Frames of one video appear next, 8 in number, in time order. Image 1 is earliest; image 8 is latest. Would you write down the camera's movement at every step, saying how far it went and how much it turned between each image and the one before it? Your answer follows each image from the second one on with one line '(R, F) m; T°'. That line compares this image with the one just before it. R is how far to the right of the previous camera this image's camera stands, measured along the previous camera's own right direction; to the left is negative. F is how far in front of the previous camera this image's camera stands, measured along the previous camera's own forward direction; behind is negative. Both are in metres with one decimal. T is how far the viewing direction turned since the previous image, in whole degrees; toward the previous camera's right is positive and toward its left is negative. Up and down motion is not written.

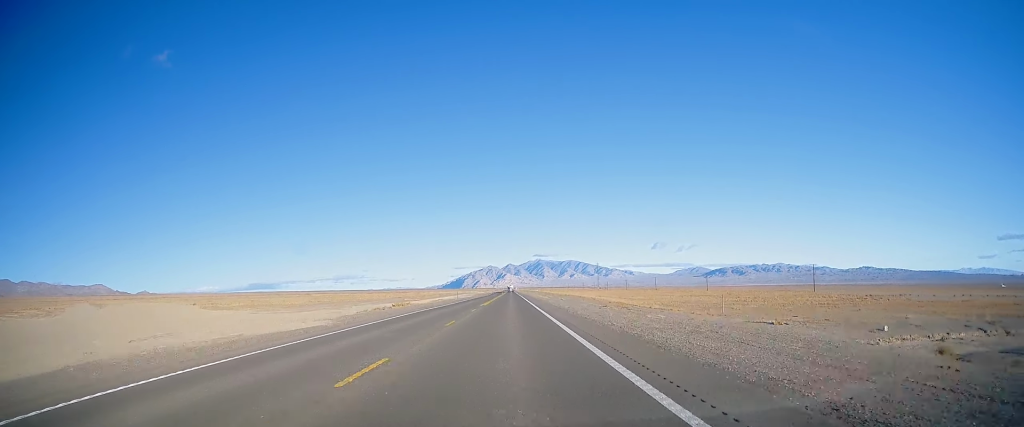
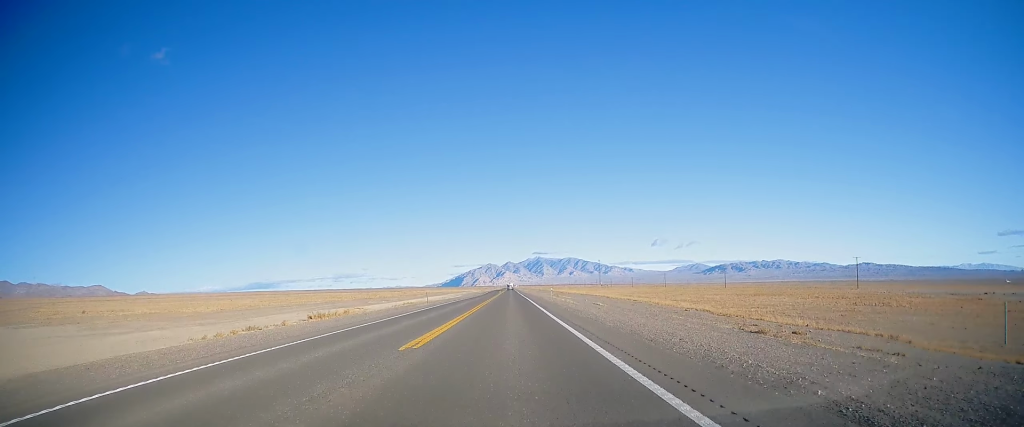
(0.0, +31.4) m; 0°
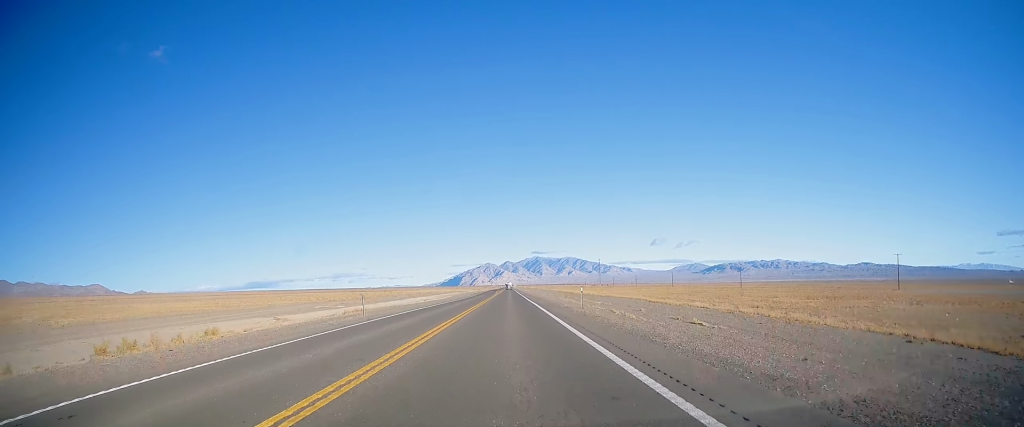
(+0.1, +24.3) m; 0°
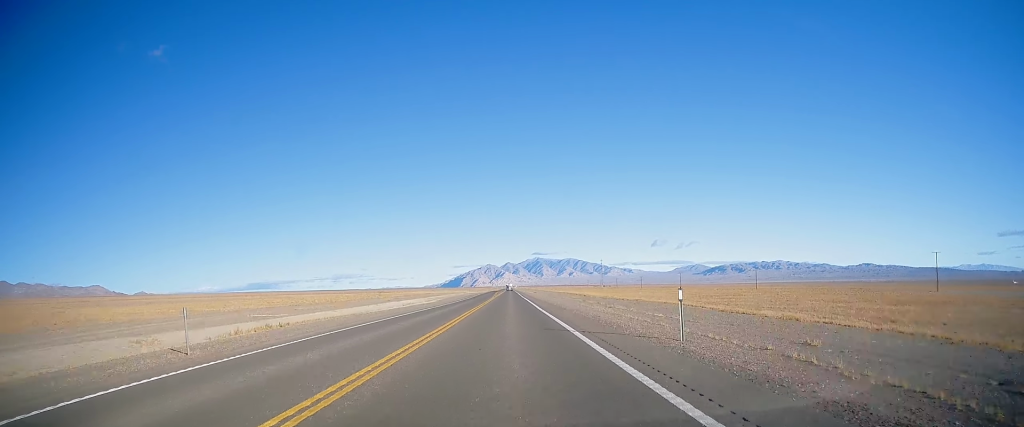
(+0.1, +18.6) m; 0°
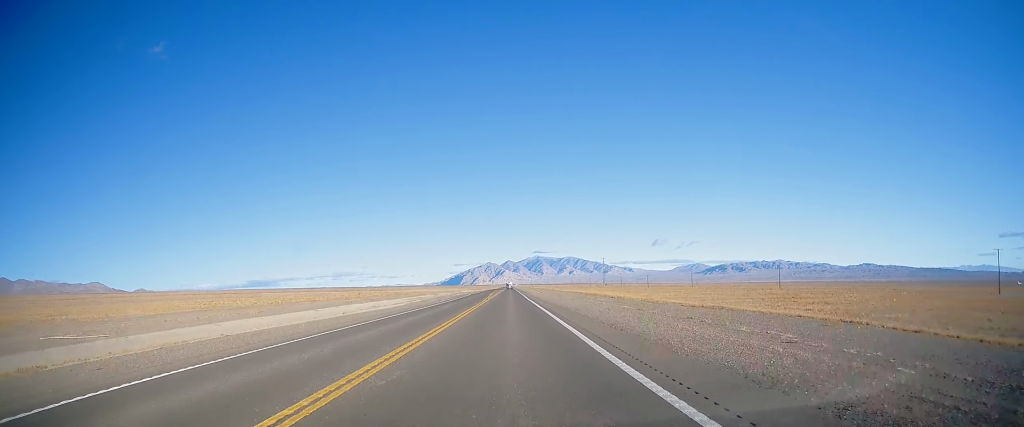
(0.0, +25.3) m; -1°
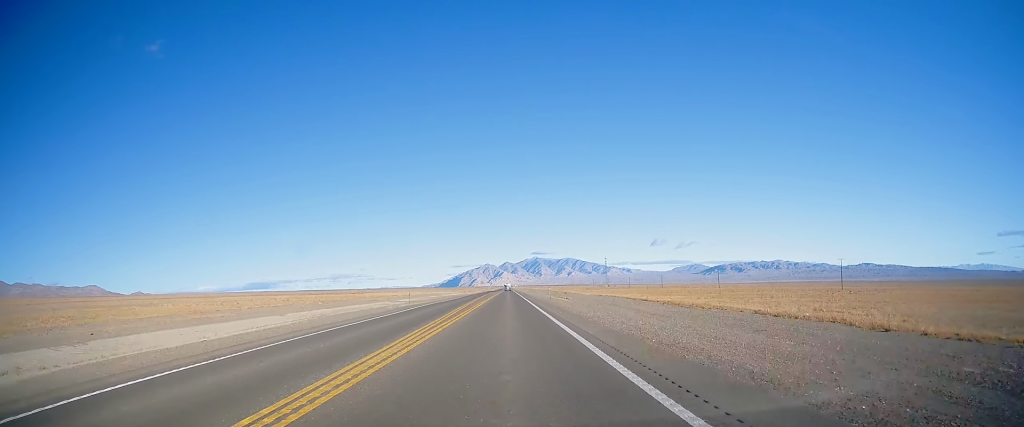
(-0.7, +52.5) m; 0°
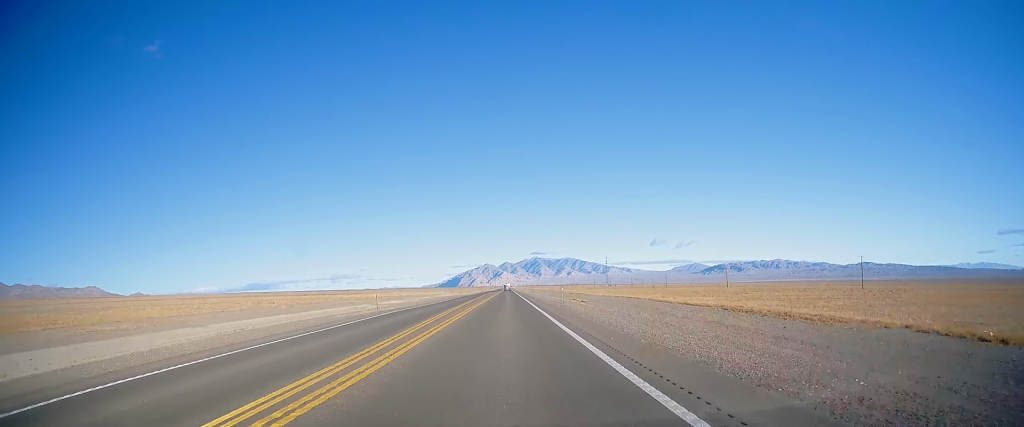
(+0.2, +13.7) m; 0°
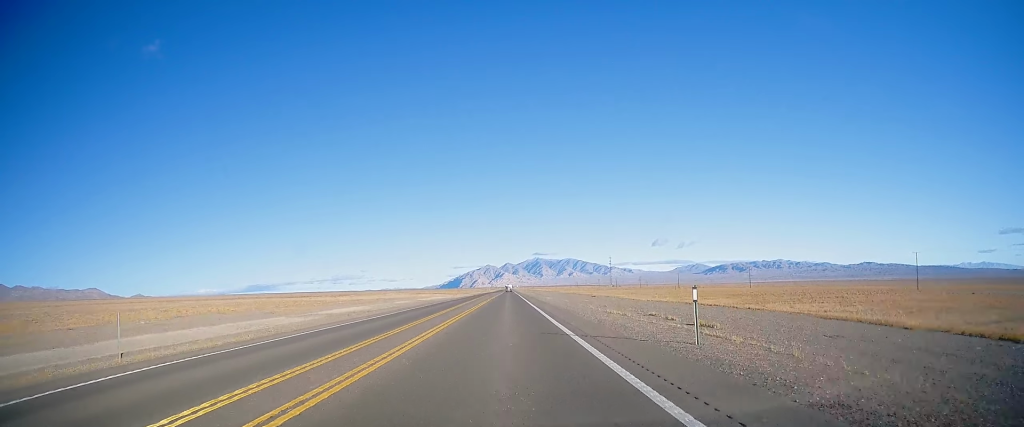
(+0.3, +29.8) m; 0°
